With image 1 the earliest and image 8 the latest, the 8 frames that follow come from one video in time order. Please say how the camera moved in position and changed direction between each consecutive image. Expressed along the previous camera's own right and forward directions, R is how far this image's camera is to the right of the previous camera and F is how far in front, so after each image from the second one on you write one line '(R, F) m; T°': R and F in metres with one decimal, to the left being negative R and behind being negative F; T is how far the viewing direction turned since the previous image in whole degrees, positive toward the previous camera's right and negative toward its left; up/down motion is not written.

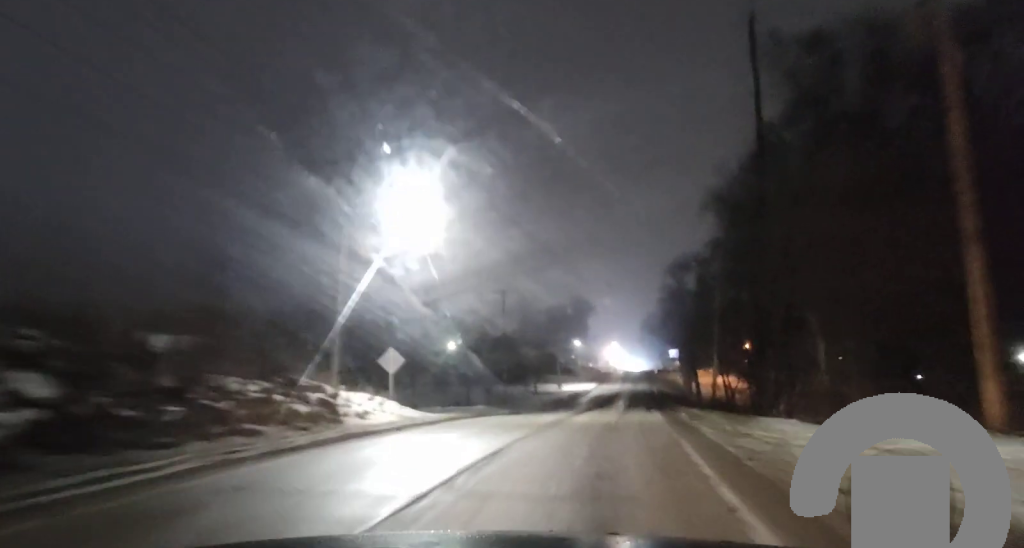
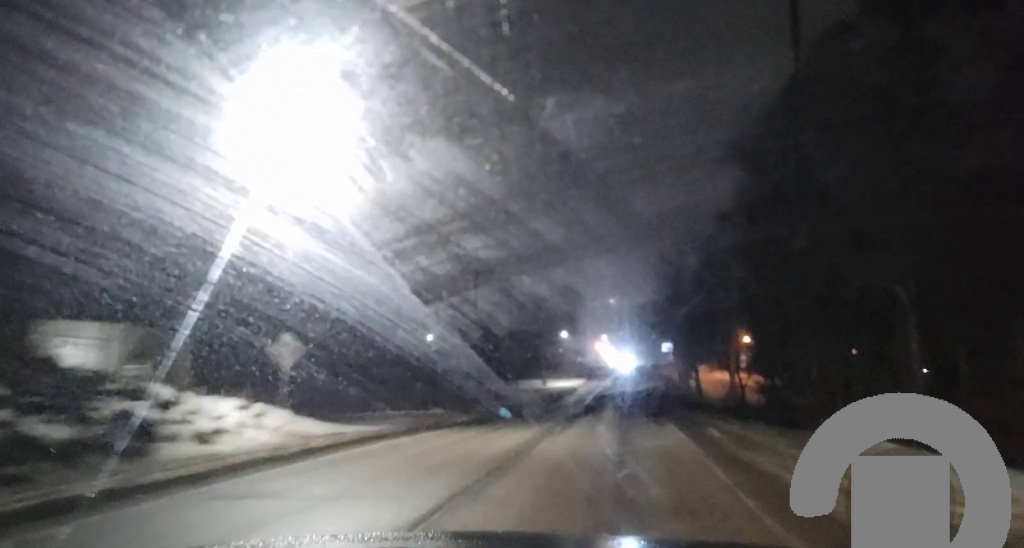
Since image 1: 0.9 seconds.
(+0.5, +11.5) m; +4°
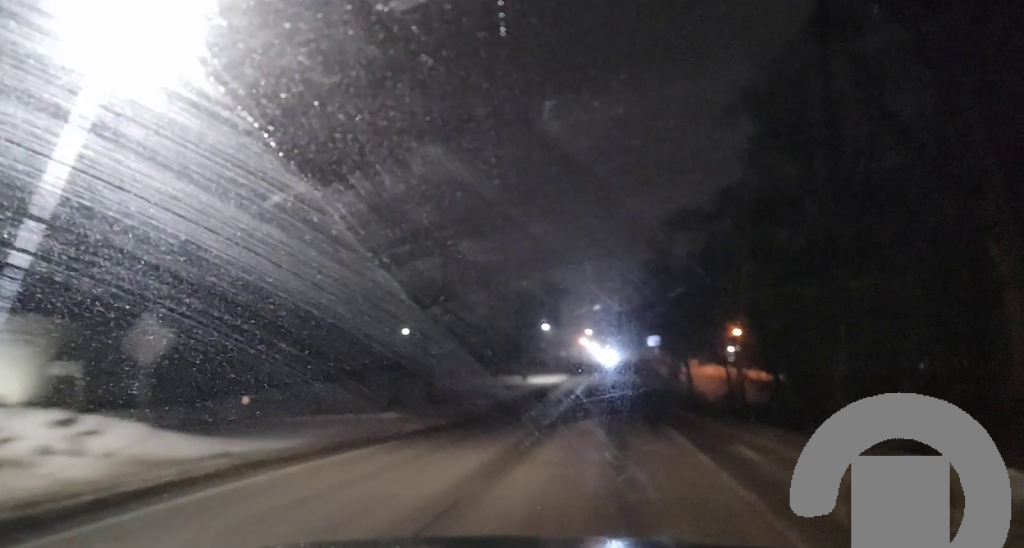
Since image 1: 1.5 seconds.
(+0.2, +7.9) m; +1°
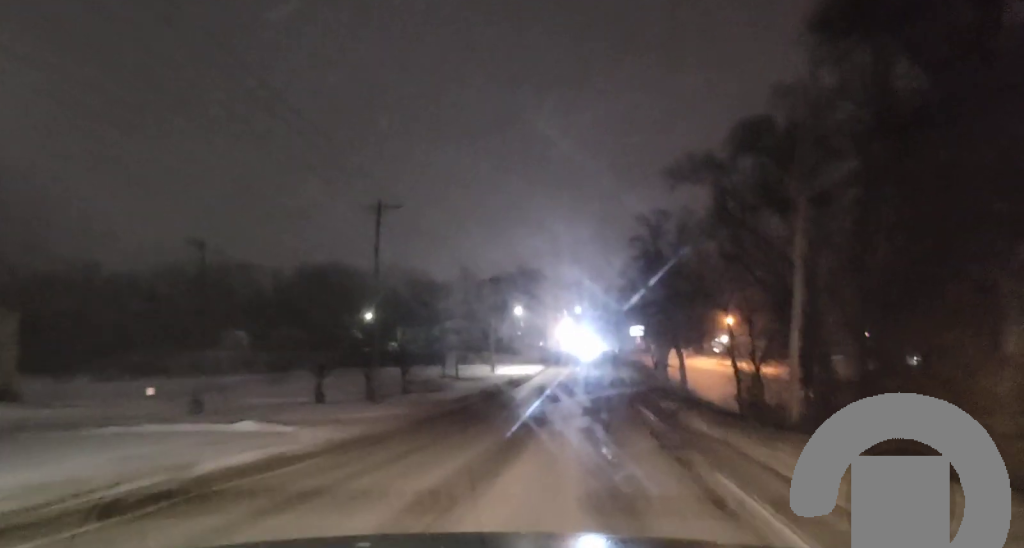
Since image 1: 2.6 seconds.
(+0.2, +15.3) m; +1°
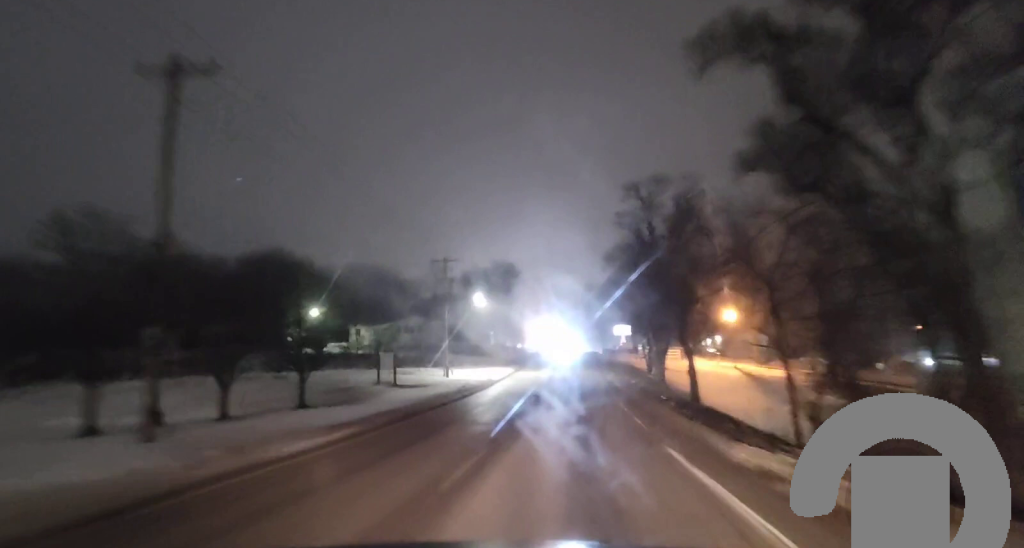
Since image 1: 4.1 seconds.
(+0.3, +20.6) m; +2°
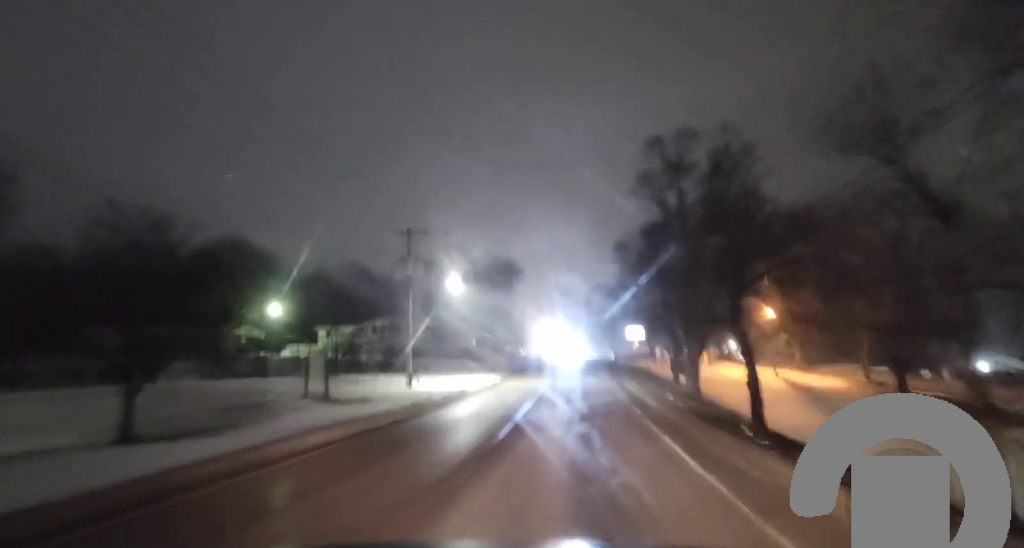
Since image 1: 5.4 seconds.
(-0.1, +18.1) m; -1°
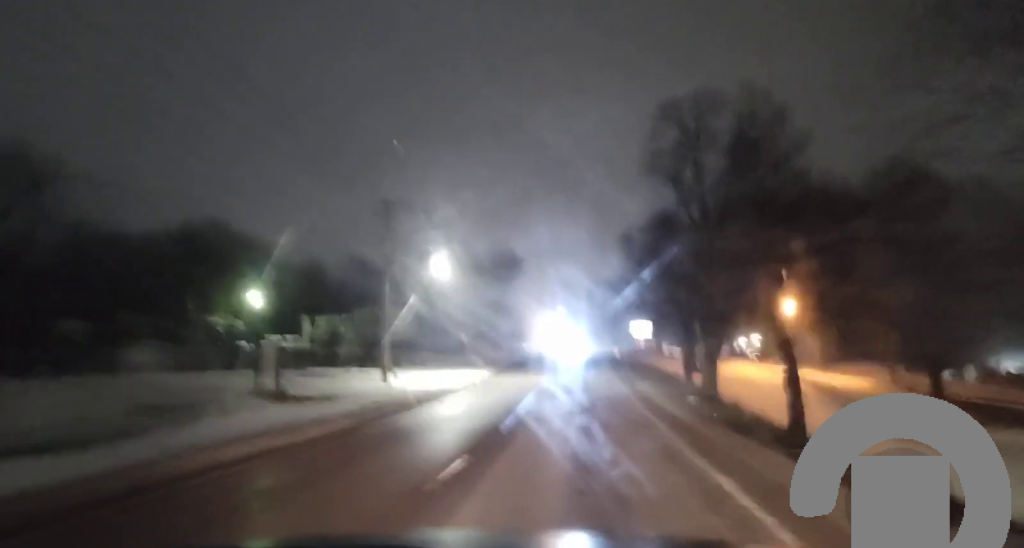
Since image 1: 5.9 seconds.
(-0.1, +6.8) m; 0°
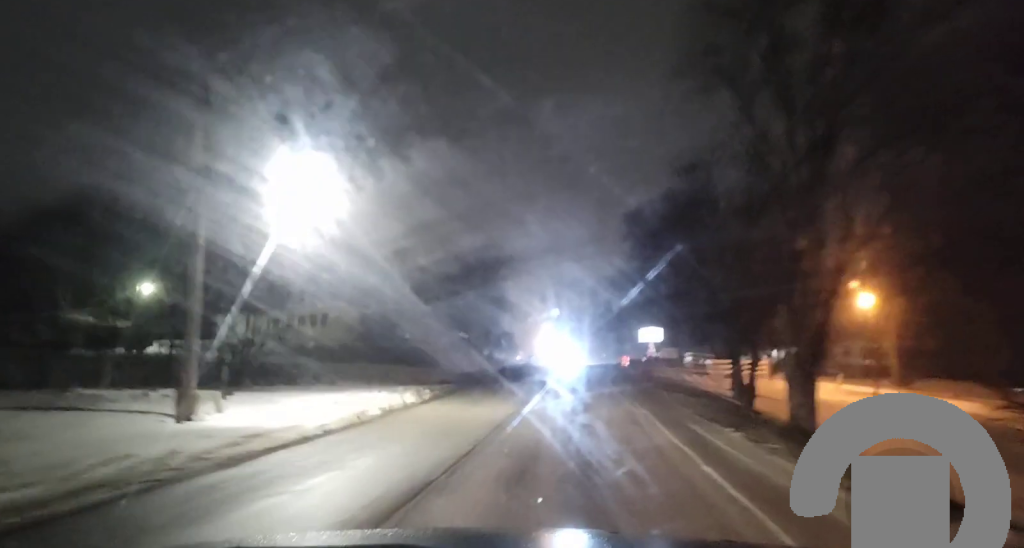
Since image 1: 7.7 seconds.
(+0.7, +23.8) m; 0°
